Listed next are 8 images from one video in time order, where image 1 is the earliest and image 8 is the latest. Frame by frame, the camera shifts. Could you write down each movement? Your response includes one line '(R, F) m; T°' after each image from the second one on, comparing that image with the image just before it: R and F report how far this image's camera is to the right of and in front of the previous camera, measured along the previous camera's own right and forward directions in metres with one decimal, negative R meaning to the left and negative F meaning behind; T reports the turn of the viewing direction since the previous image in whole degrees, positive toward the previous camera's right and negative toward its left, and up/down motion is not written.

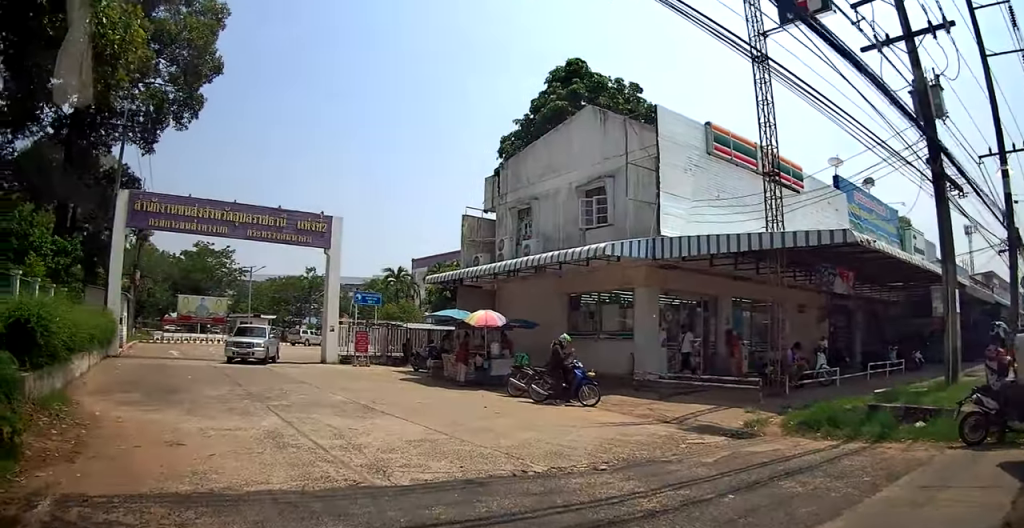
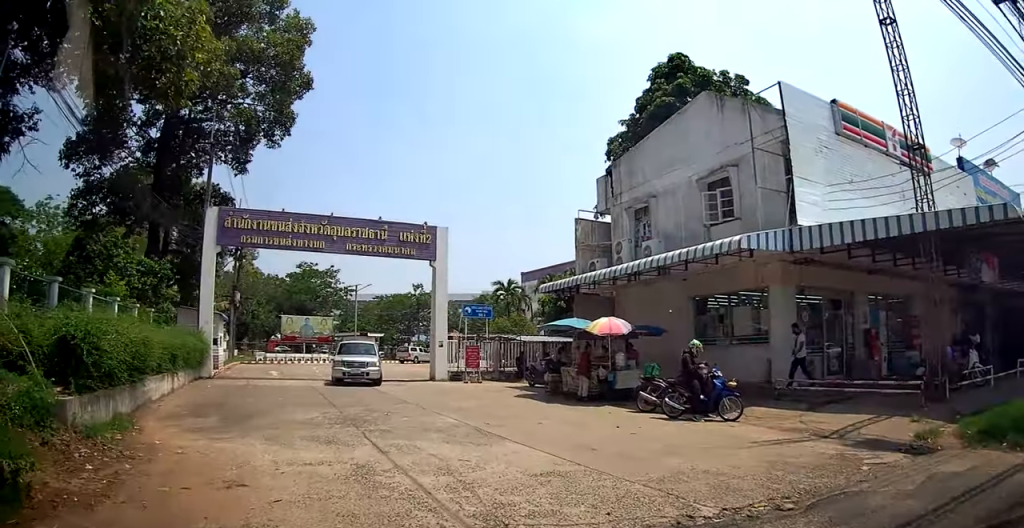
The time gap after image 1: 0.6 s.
(-0.2, +1.7) m; -8°
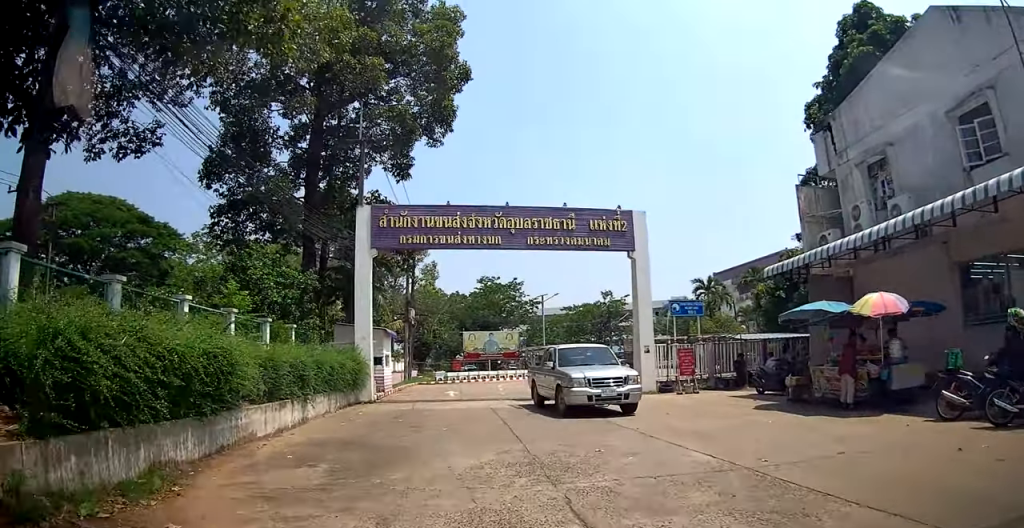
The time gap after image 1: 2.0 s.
(-0.2, +3.3) m; -12°
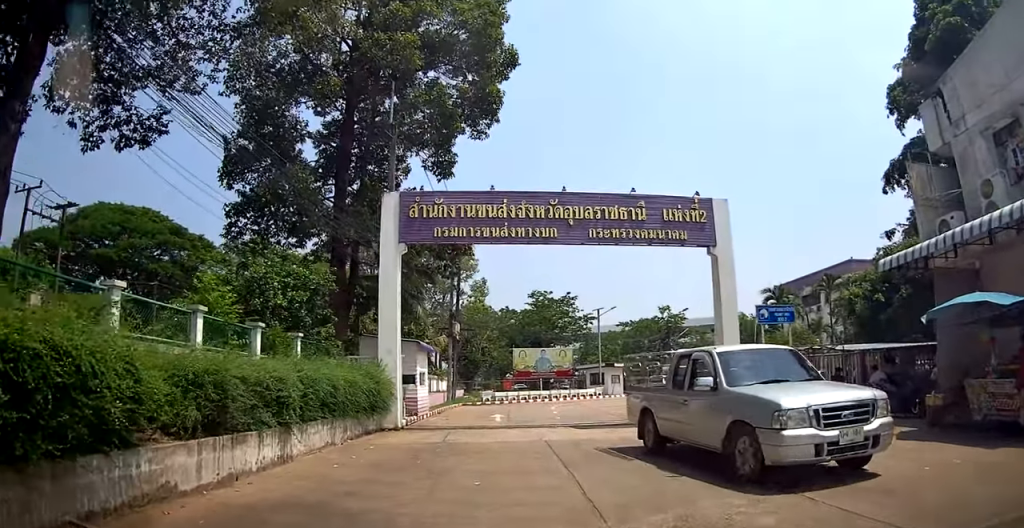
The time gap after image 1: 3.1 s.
(-0.4, +2.7) m; -13°
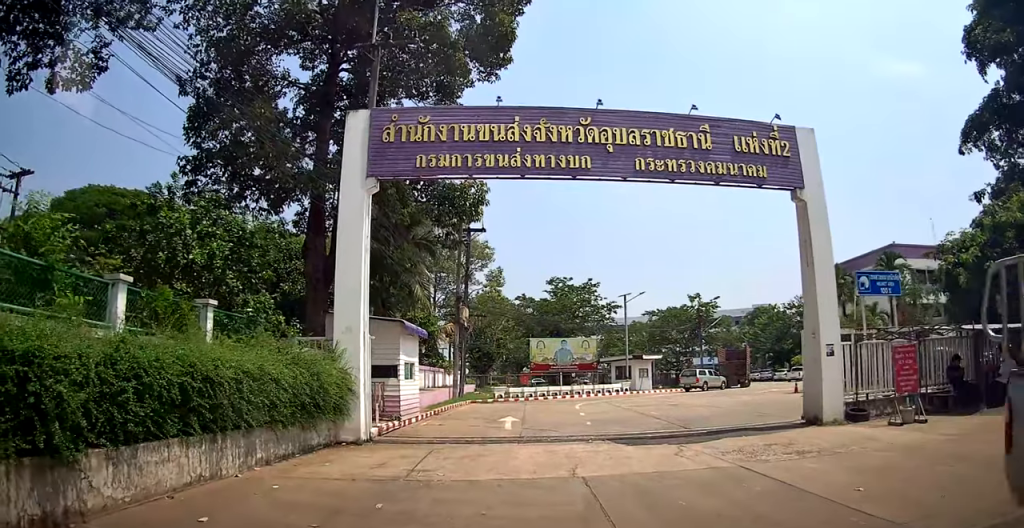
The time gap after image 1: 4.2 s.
(-0.3, +4.0) m; -10°
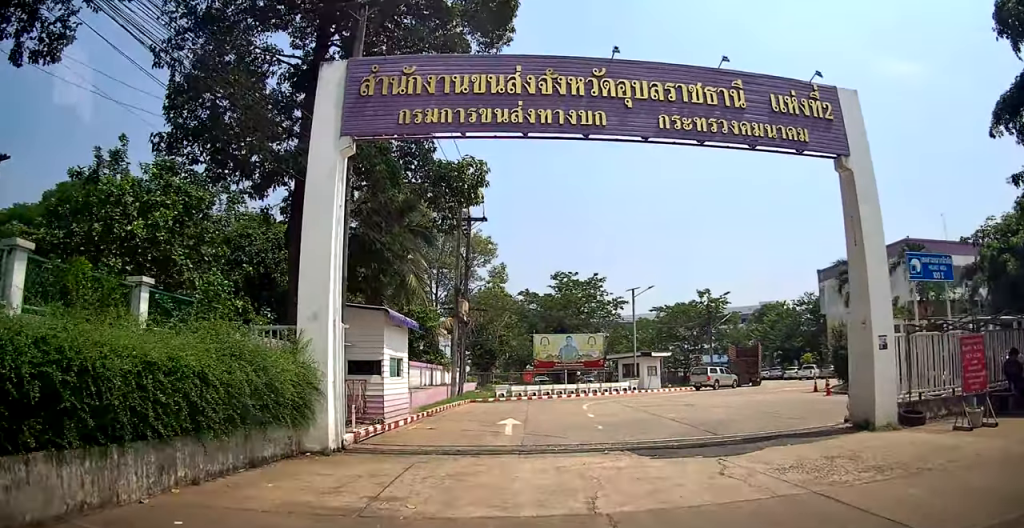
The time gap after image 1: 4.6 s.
(+0.1, +1.7) m; -3°
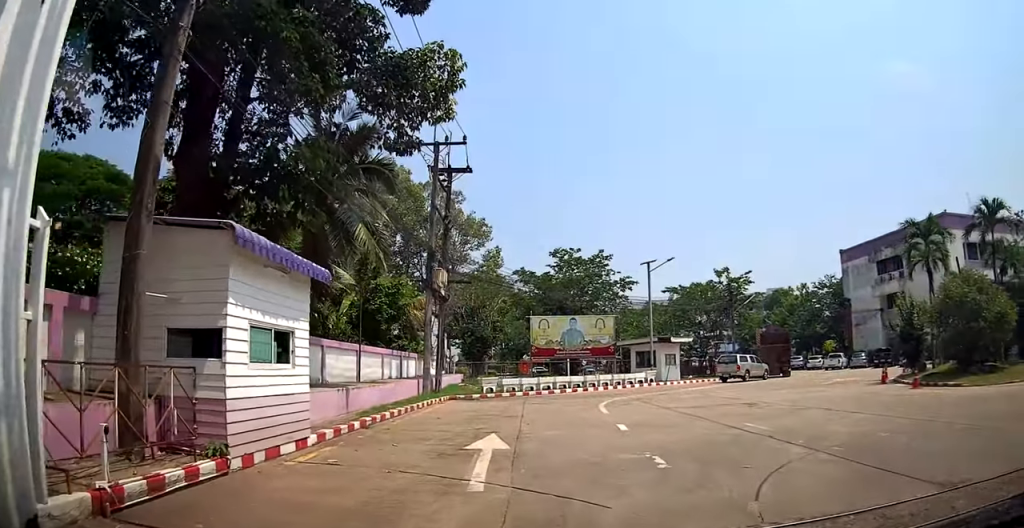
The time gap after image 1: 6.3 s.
(+0.1, +7.0) m; +10°
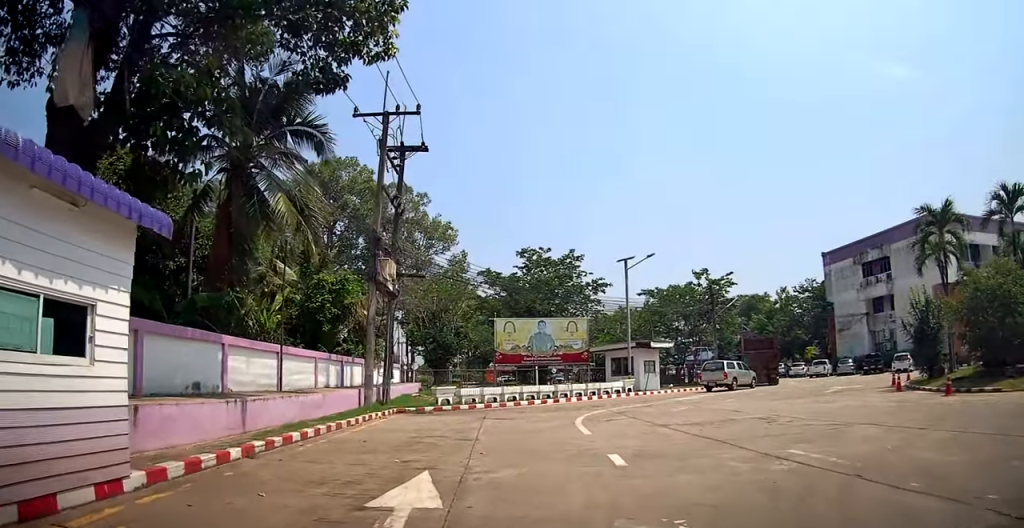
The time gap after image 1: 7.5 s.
(+0.3, +5.1) m; +3°
